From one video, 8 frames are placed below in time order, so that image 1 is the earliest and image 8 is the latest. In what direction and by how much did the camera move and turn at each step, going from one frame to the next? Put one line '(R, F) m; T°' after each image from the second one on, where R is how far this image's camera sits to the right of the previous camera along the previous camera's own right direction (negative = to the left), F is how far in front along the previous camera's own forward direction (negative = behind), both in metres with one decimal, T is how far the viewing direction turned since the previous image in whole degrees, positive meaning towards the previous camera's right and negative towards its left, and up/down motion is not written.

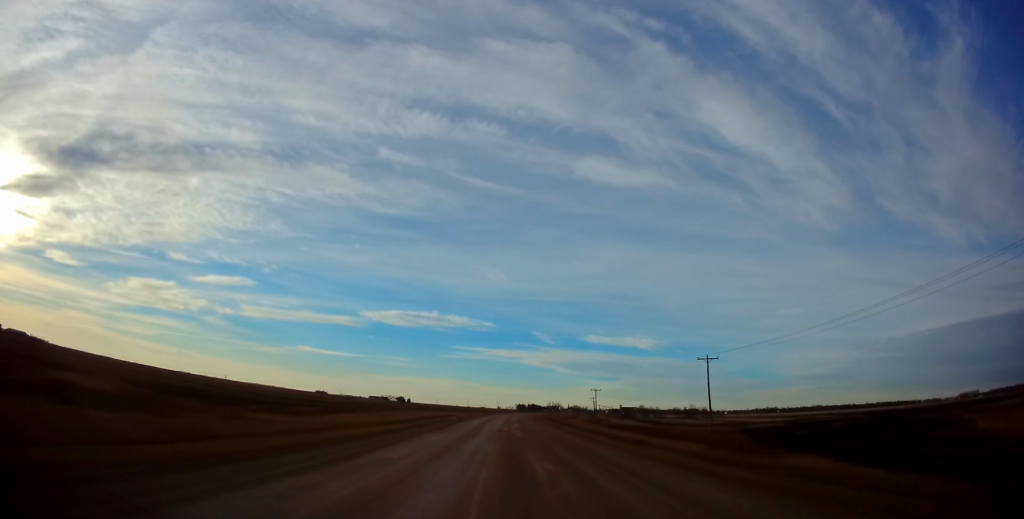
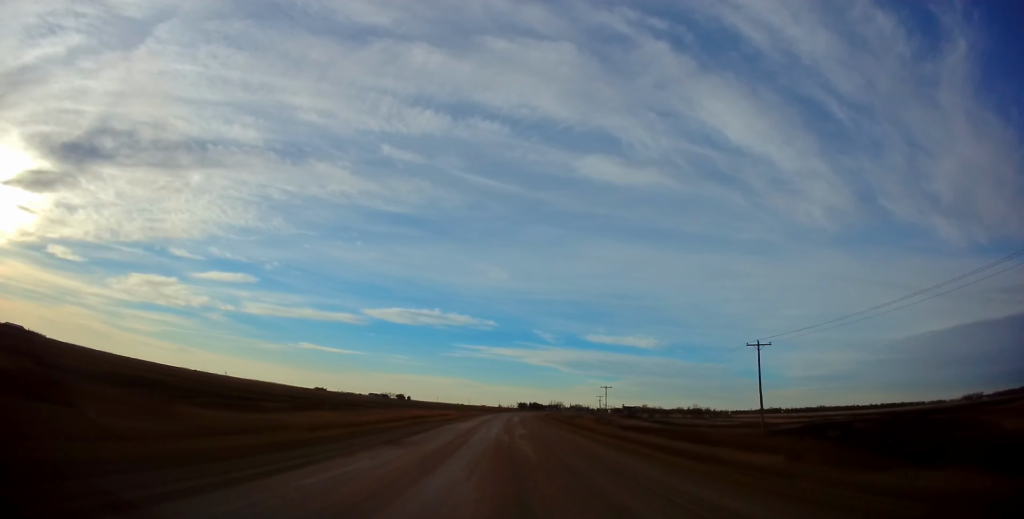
(-0.1, +12.7) m; 0°
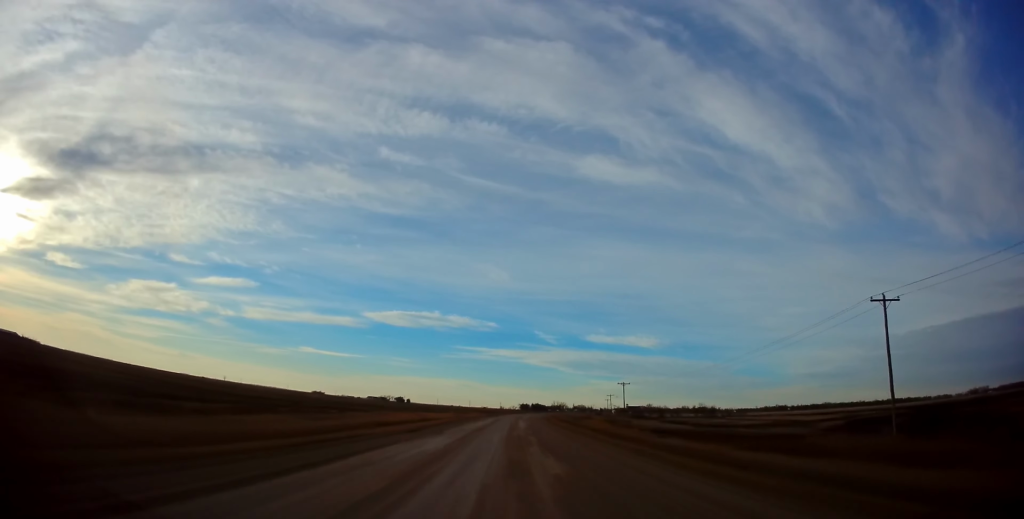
(-0.1, +18.4) m; 0°
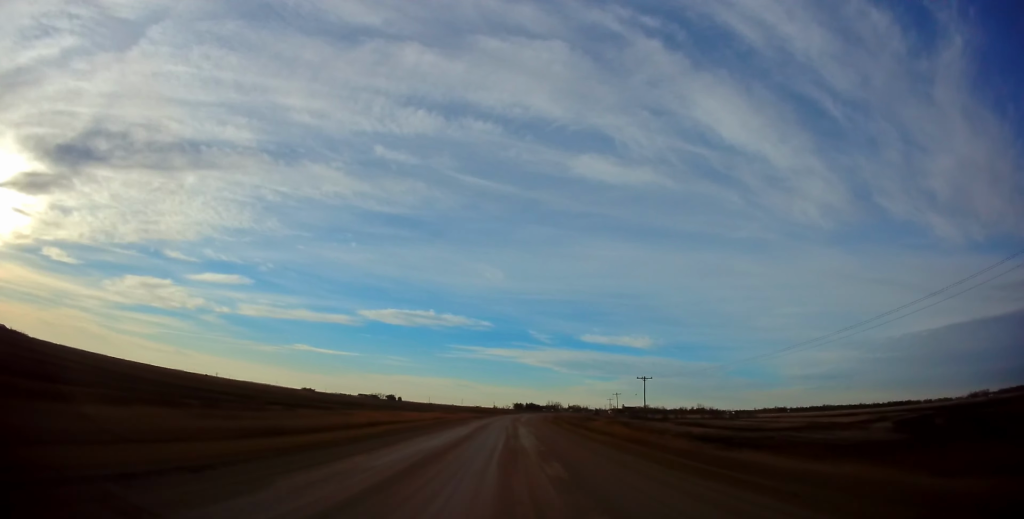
(+0.1, +20.9) m; +1°
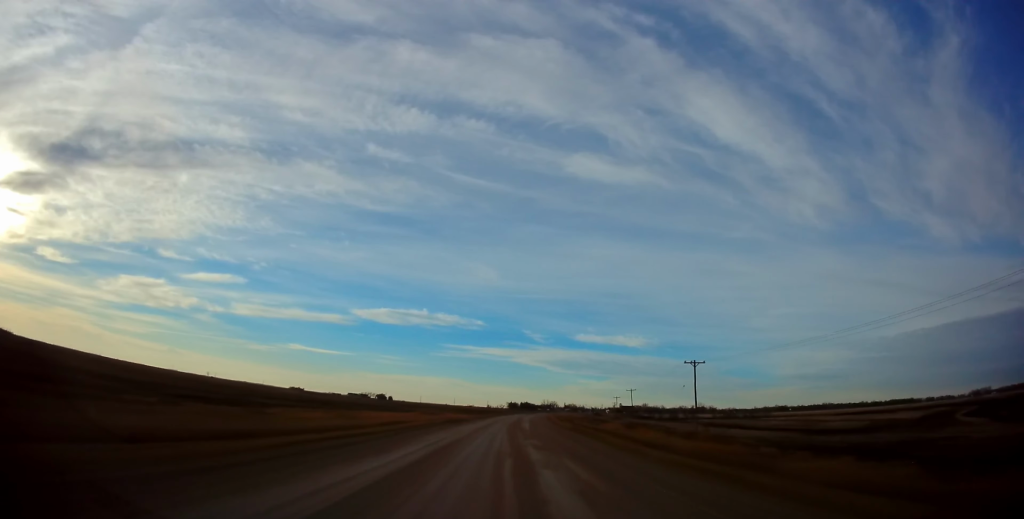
(+0.3, +25.5) m; +1°
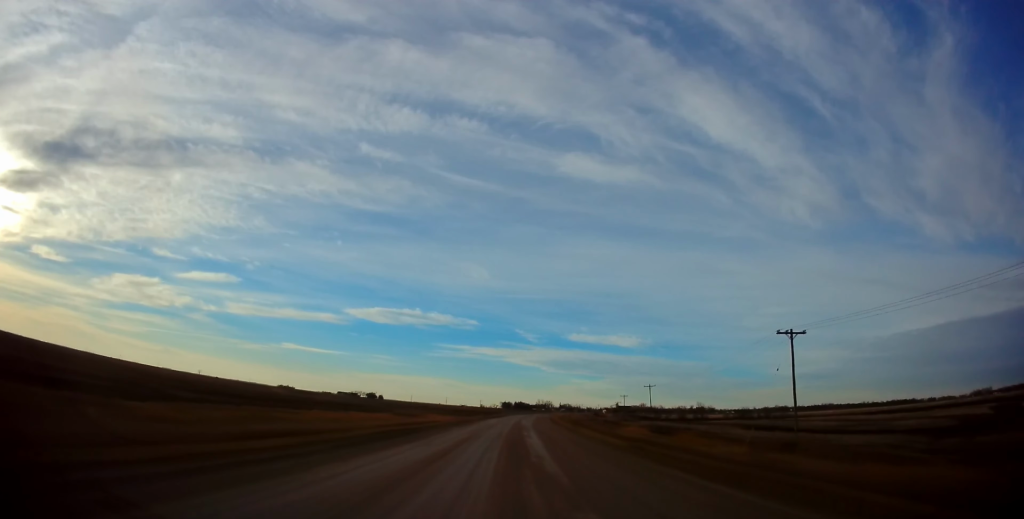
(0.0, +21.3) m; 0°
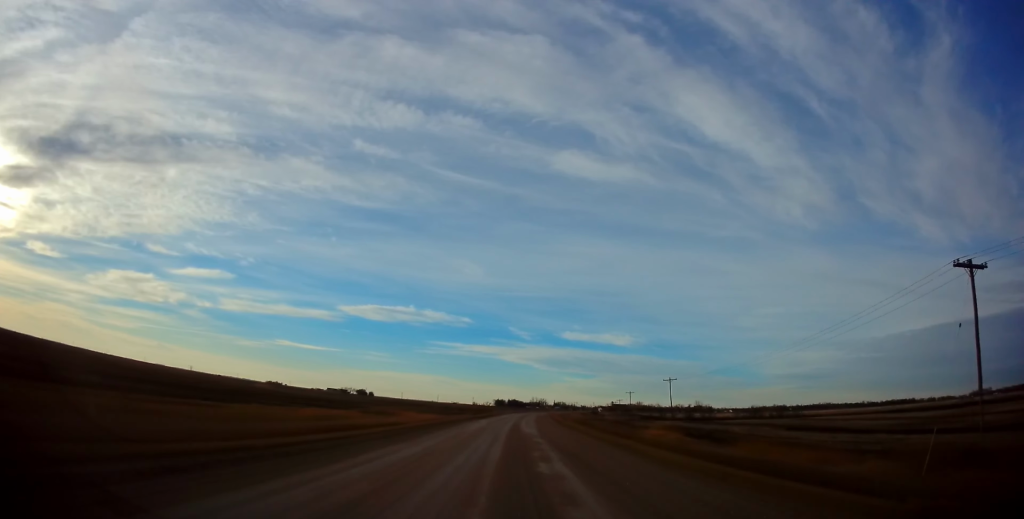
(0.0, +16.7) m; +1°
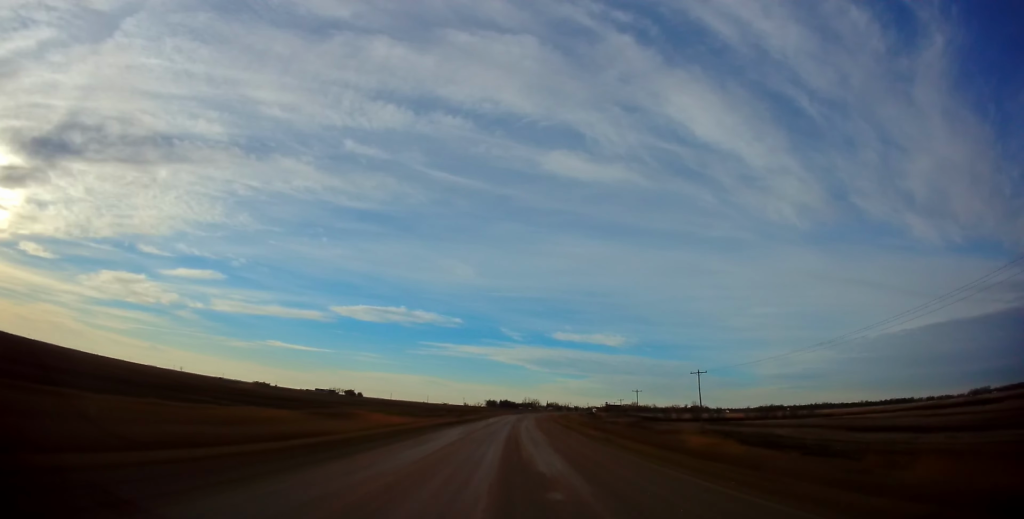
(+0.1, +17.0) m; +1°
